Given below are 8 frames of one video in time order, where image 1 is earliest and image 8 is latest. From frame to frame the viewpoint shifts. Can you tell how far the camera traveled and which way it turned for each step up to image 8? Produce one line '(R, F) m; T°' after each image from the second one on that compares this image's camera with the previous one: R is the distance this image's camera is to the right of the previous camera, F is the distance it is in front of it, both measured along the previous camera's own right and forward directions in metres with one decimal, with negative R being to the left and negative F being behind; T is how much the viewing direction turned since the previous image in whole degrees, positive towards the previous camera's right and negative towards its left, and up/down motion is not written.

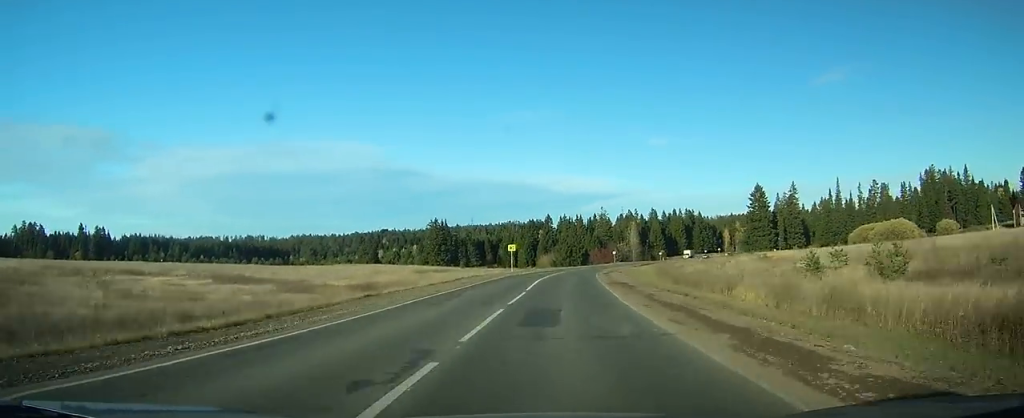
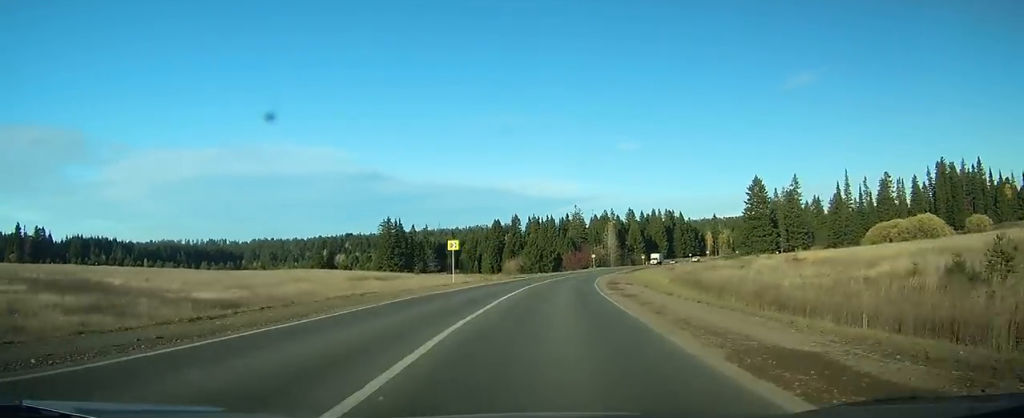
(-0.1, +25.4) m; +2°
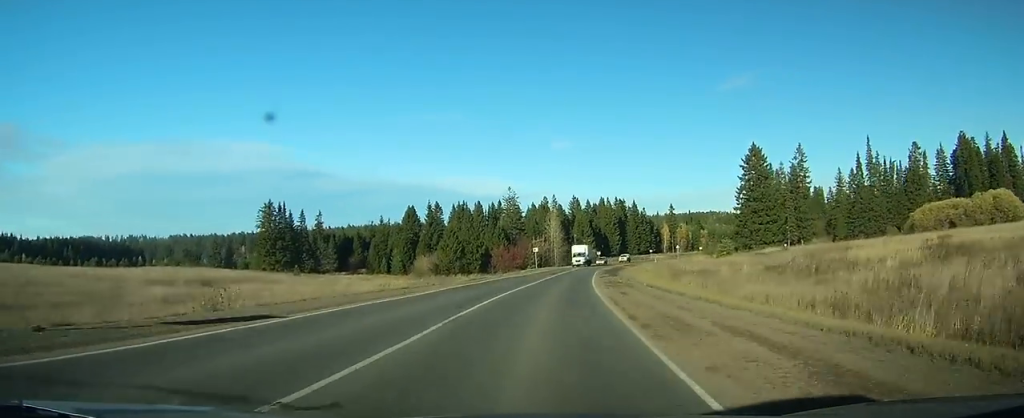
(+1.5, +44.4) m; +5°
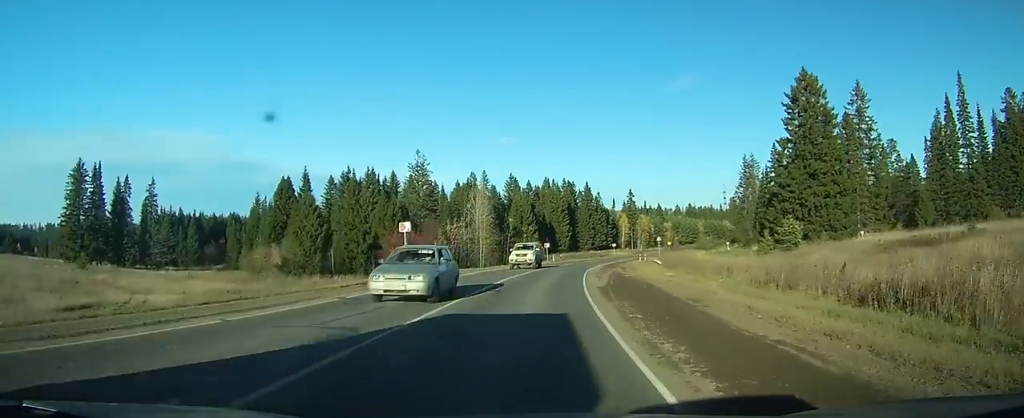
(+2.6, +49.7) m; +6°
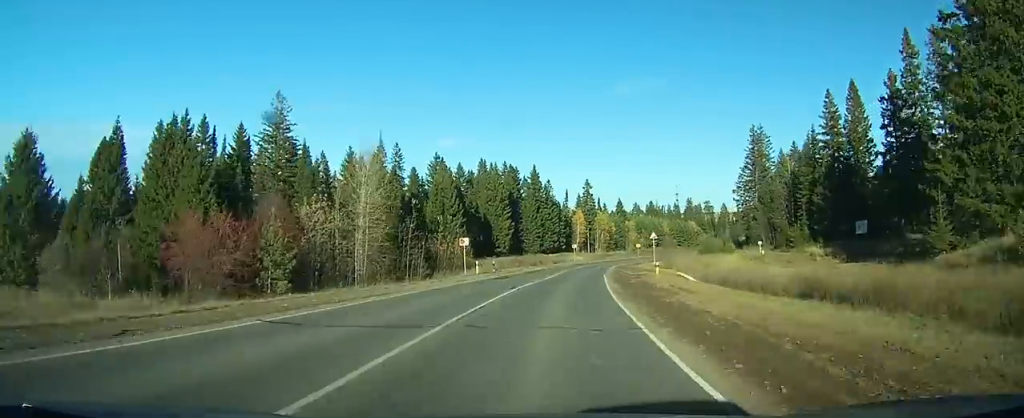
(+1.8, +42.0) m; +5°
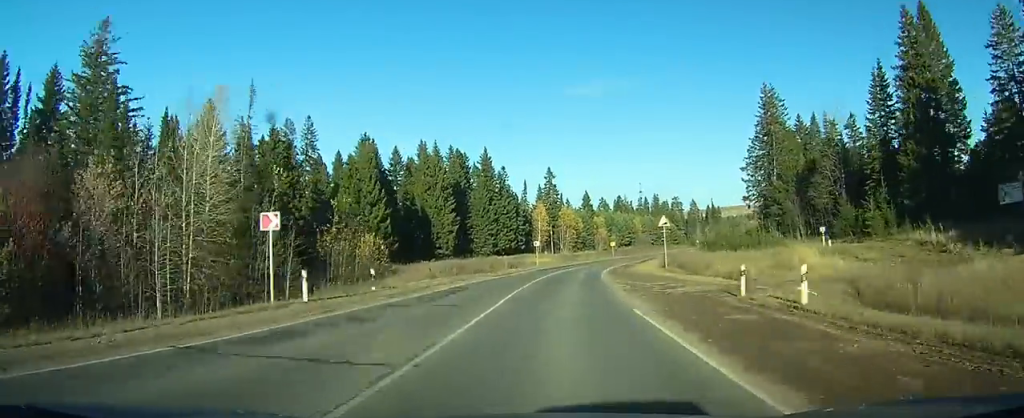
(+1.0, +26.1) m; +3°
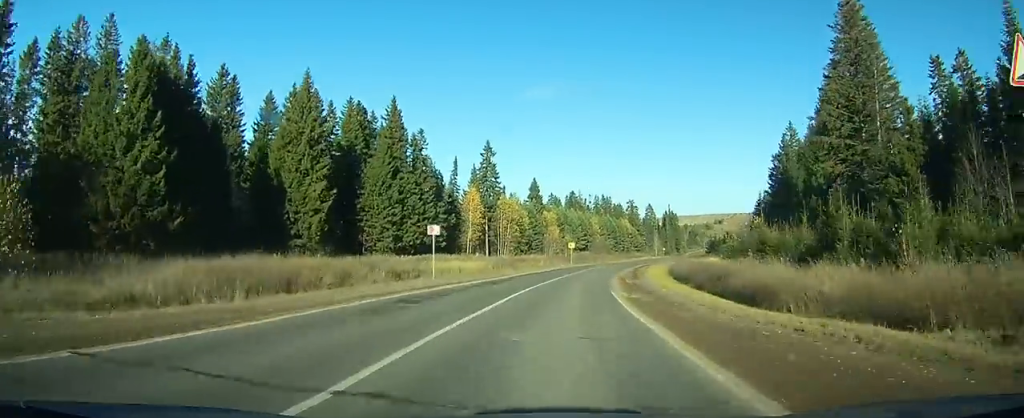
(+1.6, +37.7) m; +5°
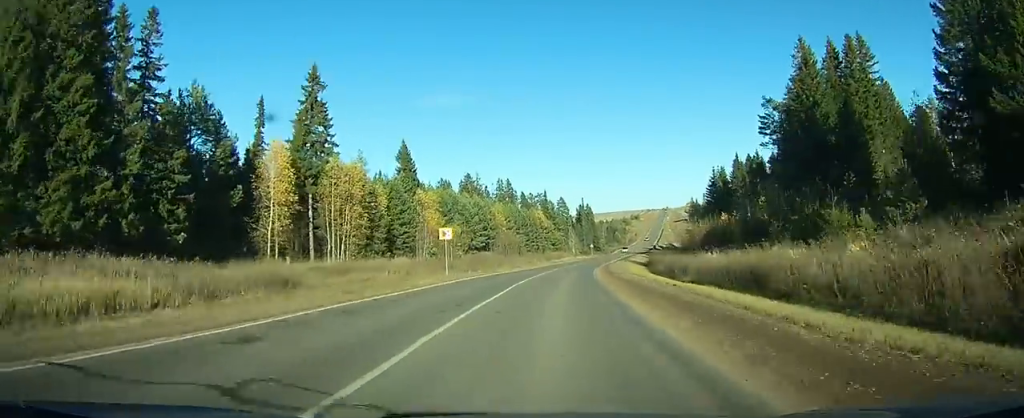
(+3.1, +48.1) m; +8°
